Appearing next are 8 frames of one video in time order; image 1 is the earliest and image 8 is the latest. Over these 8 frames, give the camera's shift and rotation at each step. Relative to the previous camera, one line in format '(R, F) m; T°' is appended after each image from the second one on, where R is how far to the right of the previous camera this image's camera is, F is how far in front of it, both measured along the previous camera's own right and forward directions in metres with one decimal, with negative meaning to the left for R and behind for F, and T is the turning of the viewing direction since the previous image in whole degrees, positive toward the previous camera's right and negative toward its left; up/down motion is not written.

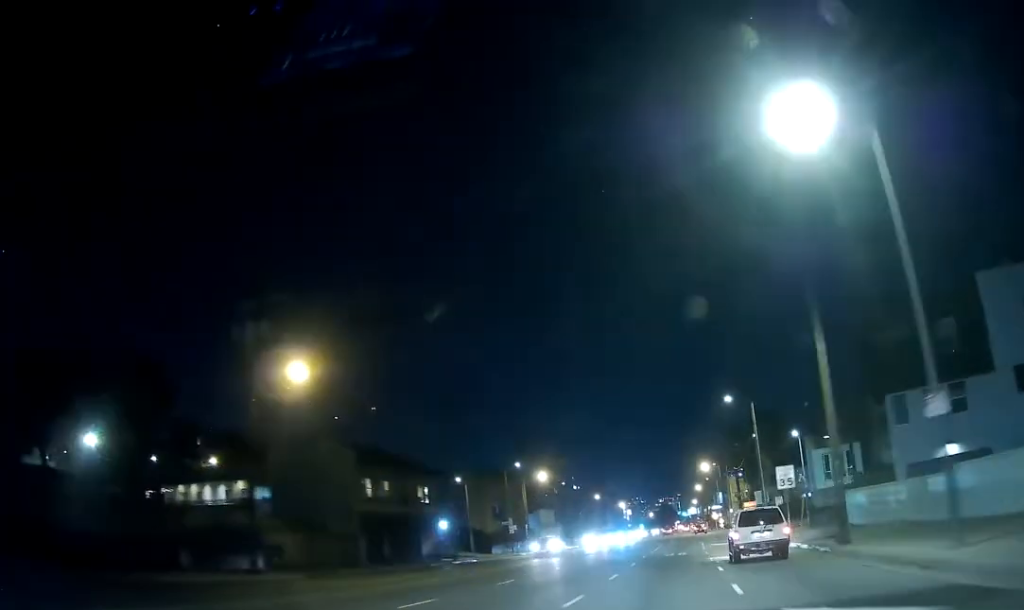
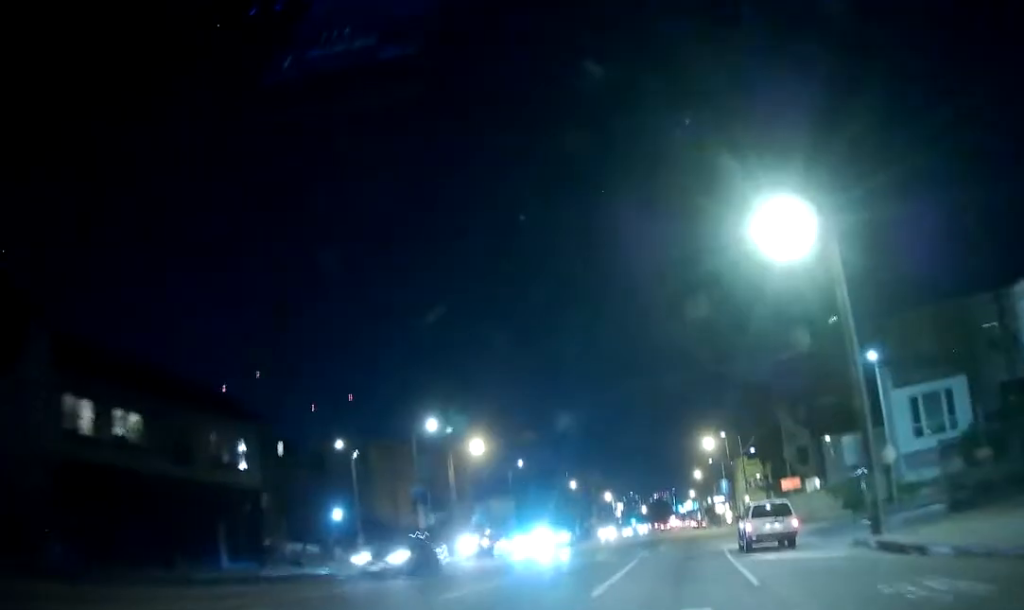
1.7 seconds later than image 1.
(+0.4, +28.3) m; +2°
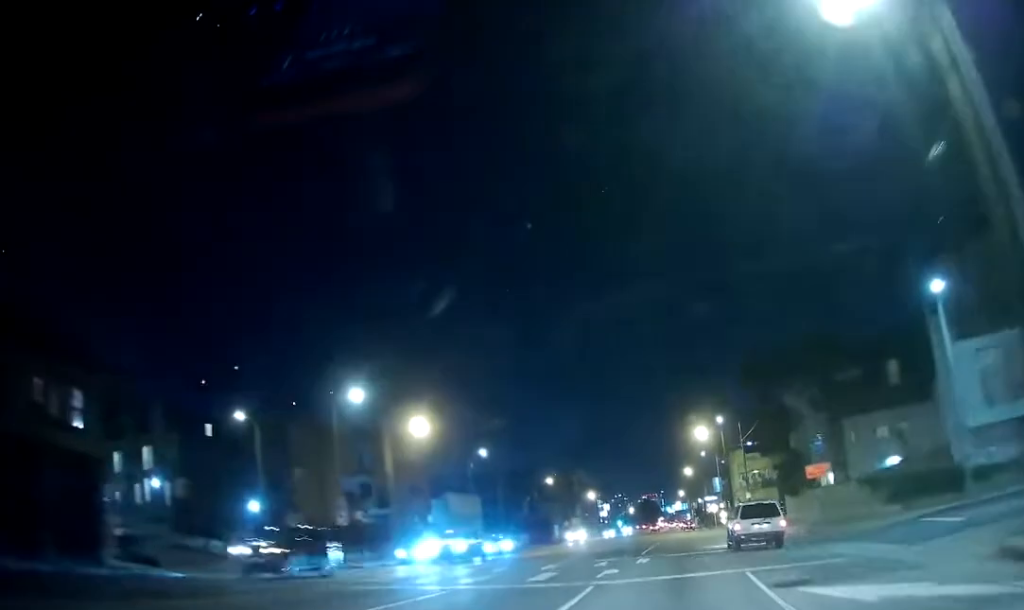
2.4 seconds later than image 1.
(+0.5, +11.5) m; 0°
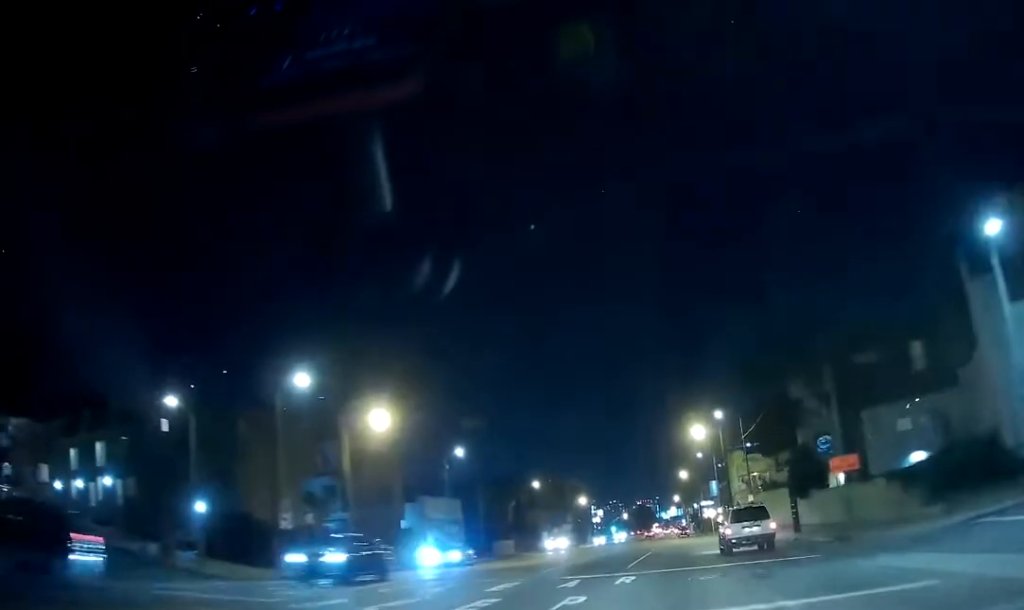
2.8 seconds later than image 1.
(-0.3, +6.7) m; 0°
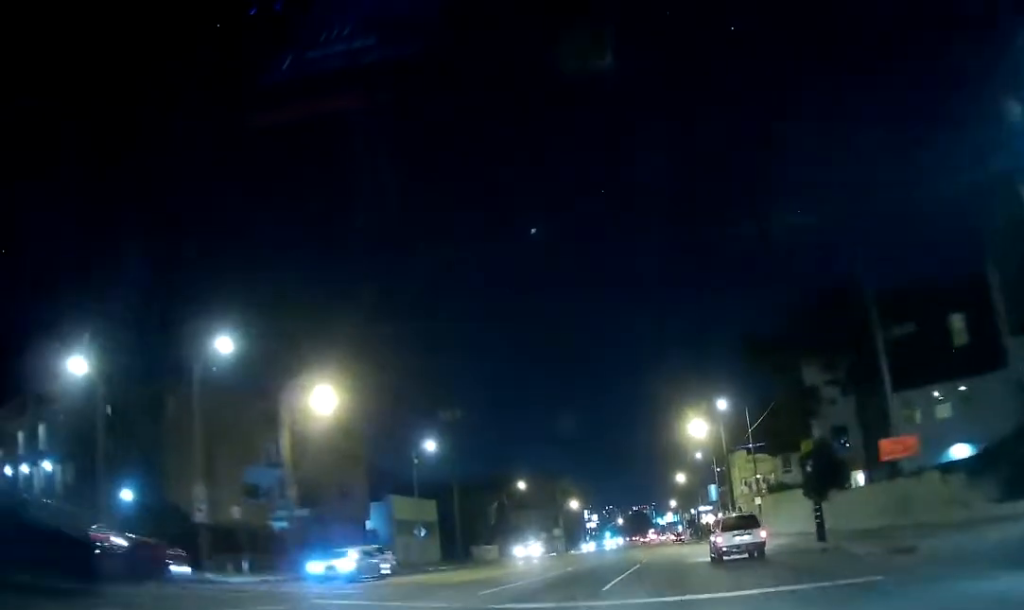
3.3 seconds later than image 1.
(-0.3, +7.2) m; 0°
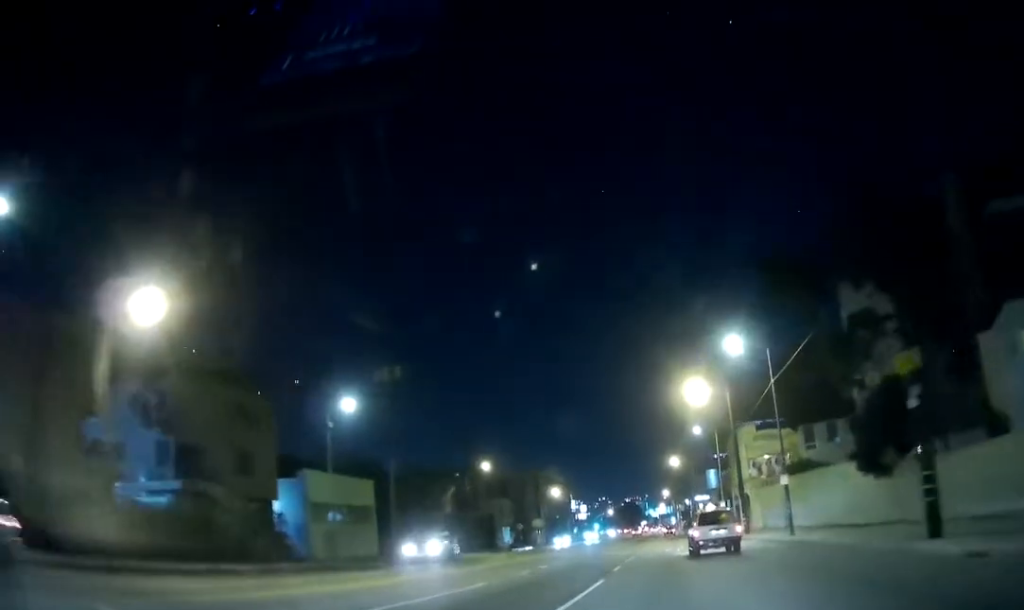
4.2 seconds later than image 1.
(+0.5, +14.9) m; +2°
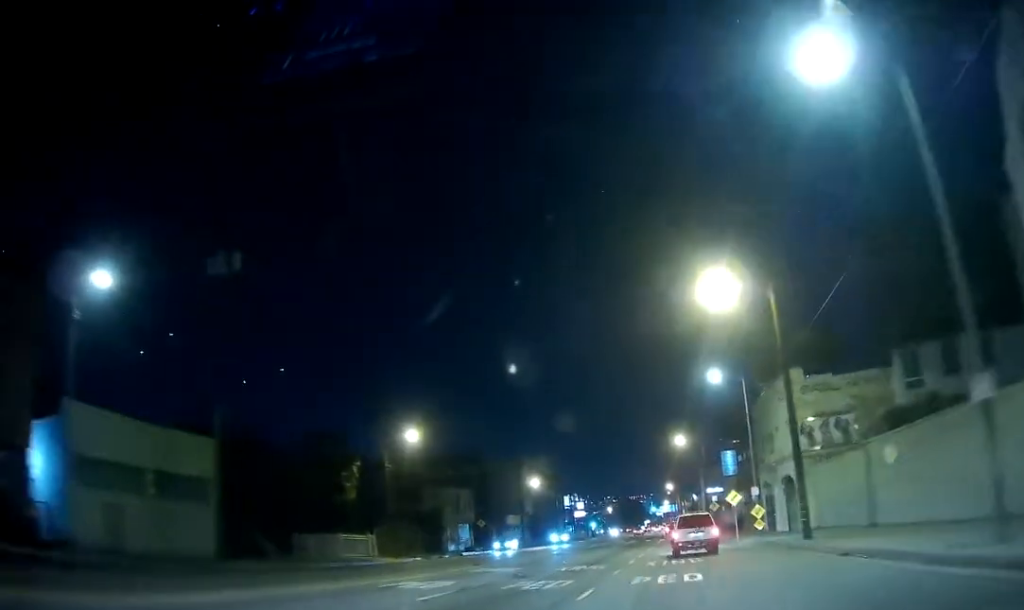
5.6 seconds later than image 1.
(+0.2, +23.4) m; 0°
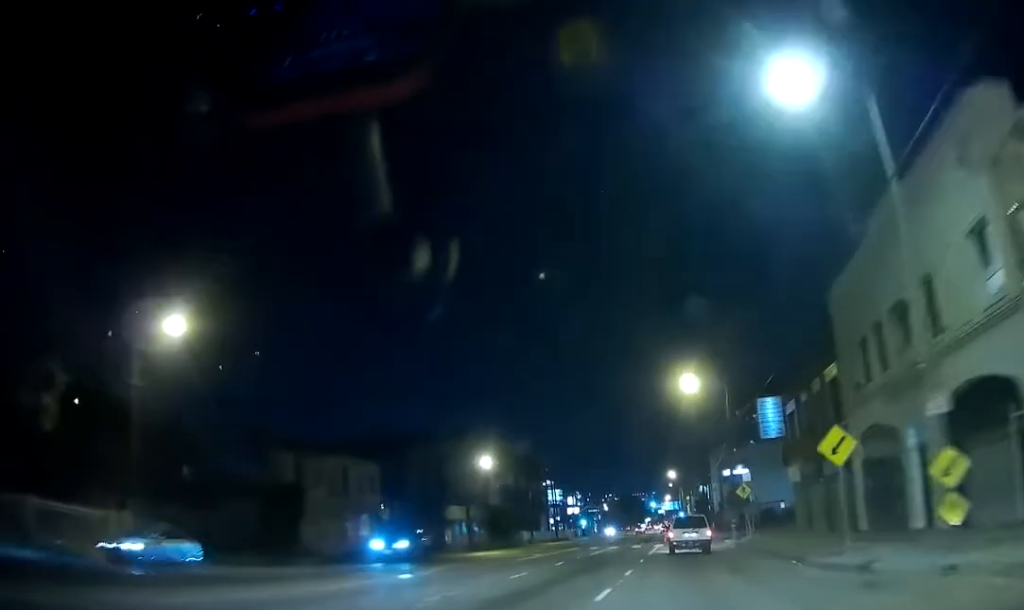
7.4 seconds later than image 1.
(-1.2, +29.2) m; -2°
